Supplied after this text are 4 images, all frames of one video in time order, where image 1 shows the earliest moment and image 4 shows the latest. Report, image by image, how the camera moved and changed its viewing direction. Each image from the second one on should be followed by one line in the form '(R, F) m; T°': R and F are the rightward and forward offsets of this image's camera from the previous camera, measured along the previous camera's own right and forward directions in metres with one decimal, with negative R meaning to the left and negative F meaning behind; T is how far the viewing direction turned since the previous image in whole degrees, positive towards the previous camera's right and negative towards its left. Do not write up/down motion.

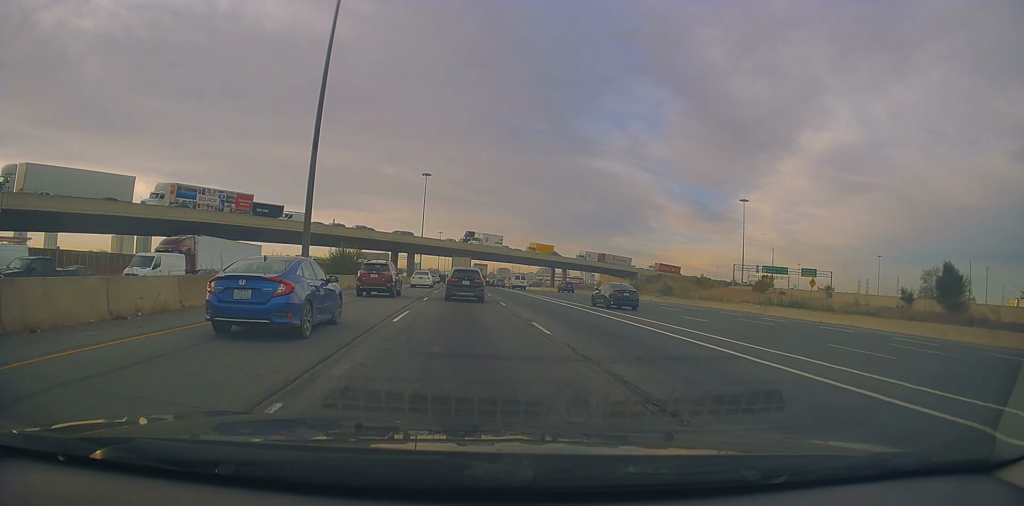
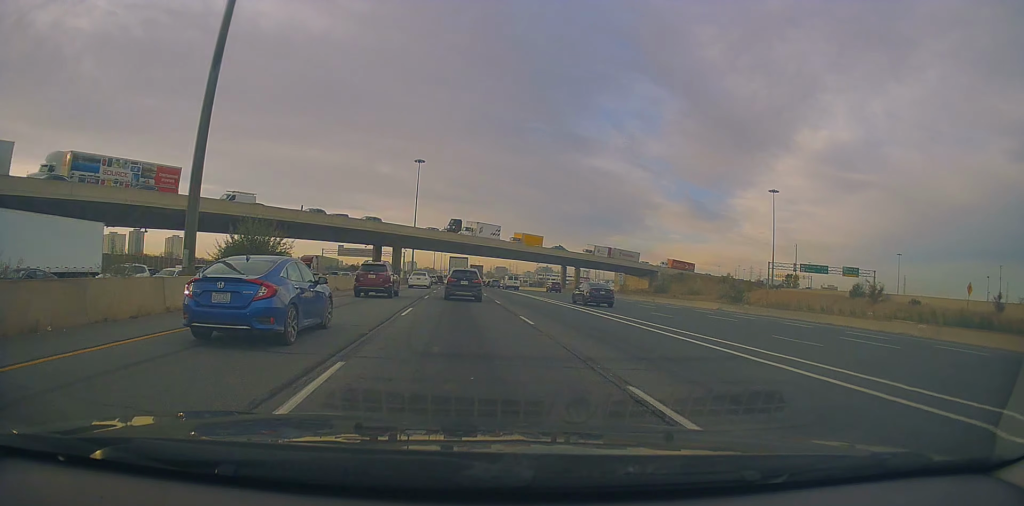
(-0.1, +21.2) m; -1°
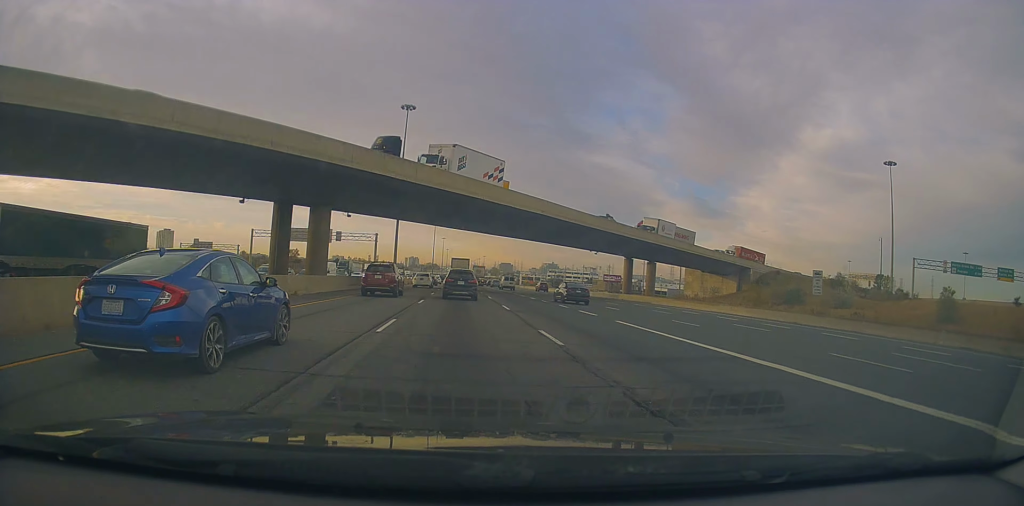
(-0.7, +51.1) m; 0°
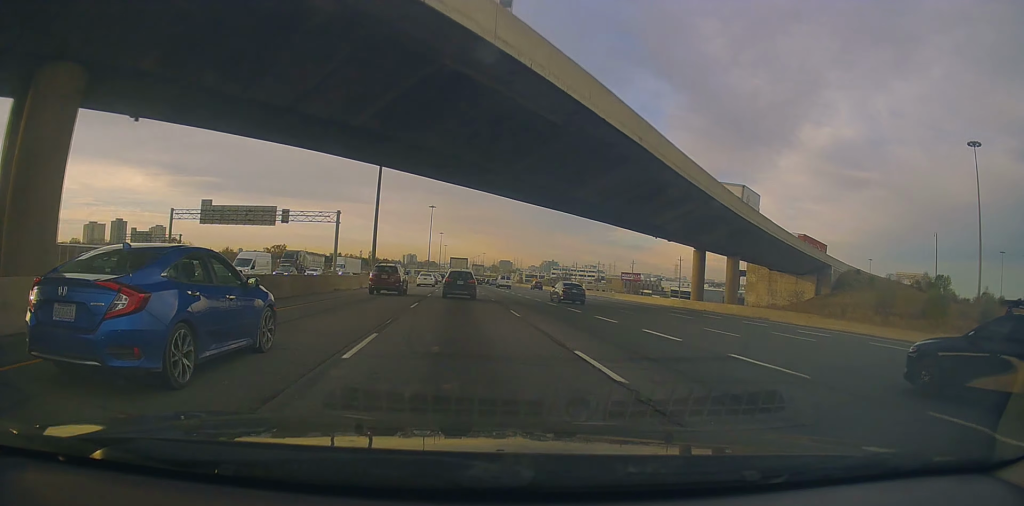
(+0.4, +27.1) m; +1°
